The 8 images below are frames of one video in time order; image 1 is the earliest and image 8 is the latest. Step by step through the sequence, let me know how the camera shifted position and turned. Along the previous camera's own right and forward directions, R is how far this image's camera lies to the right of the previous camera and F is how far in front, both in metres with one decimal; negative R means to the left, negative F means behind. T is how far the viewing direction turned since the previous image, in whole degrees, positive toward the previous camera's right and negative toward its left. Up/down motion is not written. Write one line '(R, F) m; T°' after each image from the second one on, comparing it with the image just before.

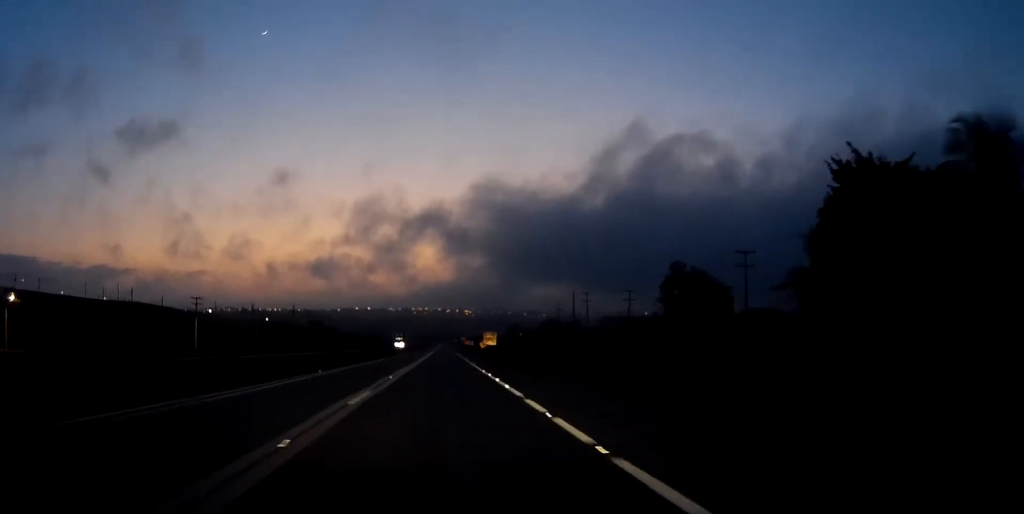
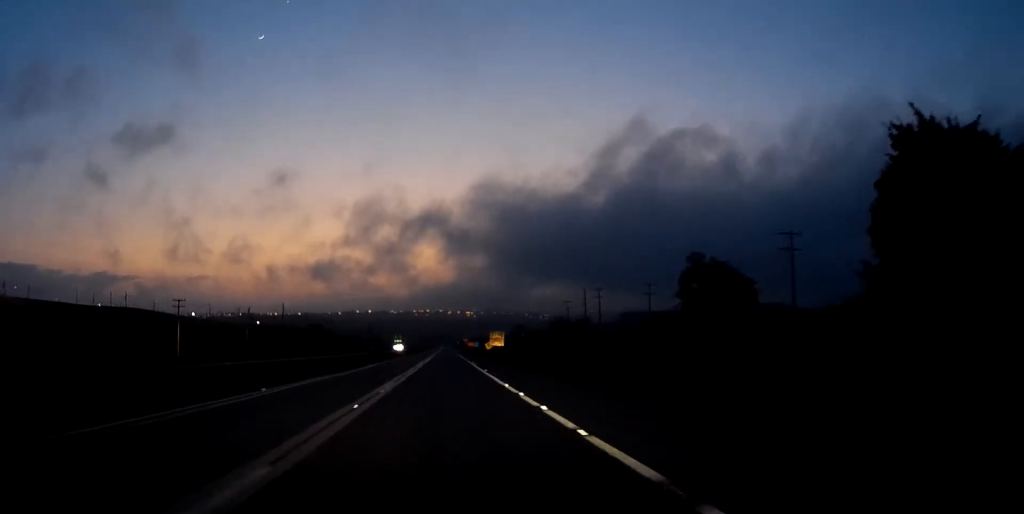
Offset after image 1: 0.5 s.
(-0.1, +10.9) m; 0°
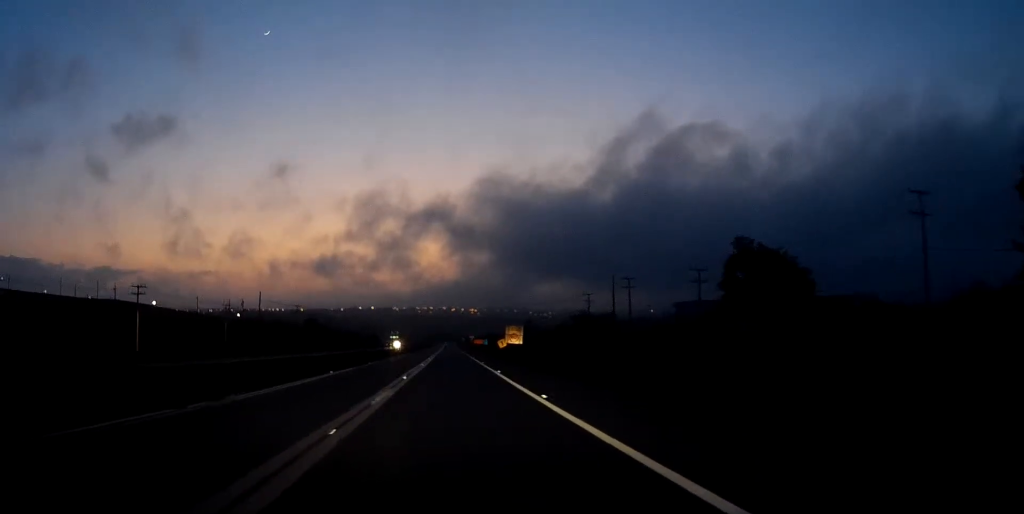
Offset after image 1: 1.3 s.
(-0.1, +20.3) m; 0°
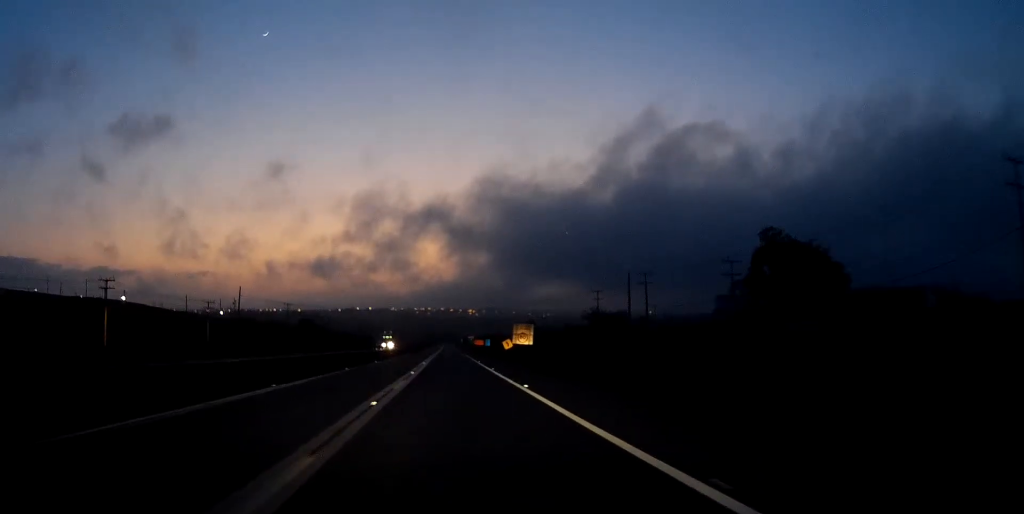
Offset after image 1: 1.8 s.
(+0.1, +11.0) m; 0°
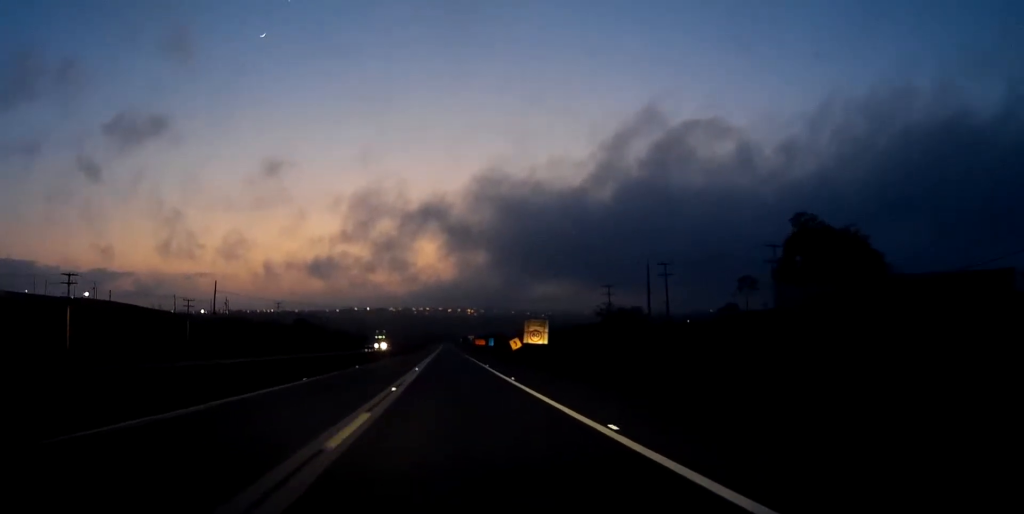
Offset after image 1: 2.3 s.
(0.0, +11.1) m; 0°
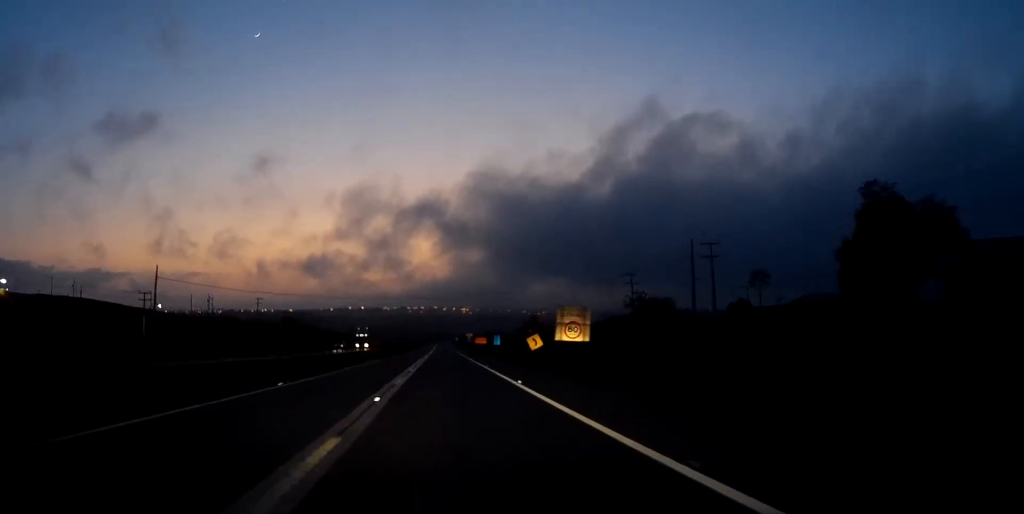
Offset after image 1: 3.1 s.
(0.0, +19.3) m; 0°
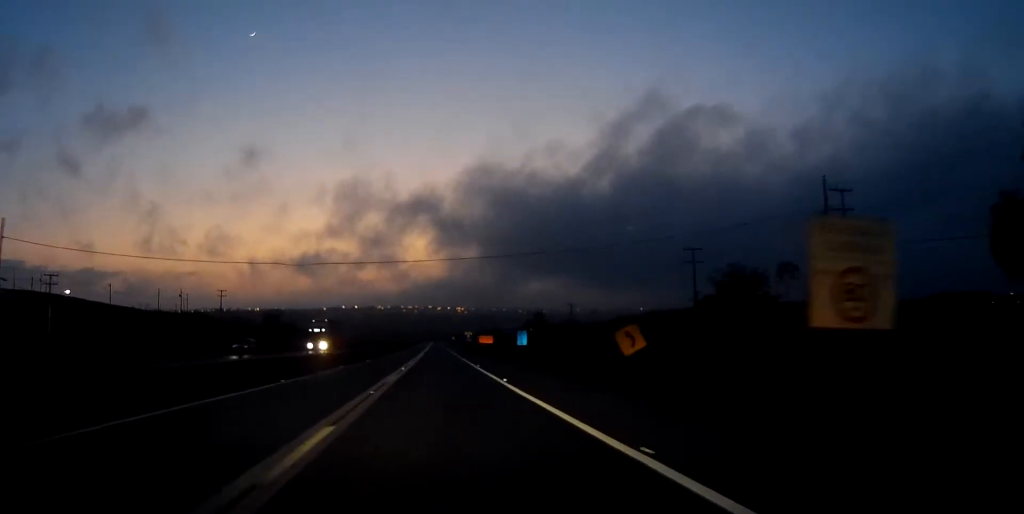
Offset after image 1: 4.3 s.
(+0.1, +30.3) m; +1°
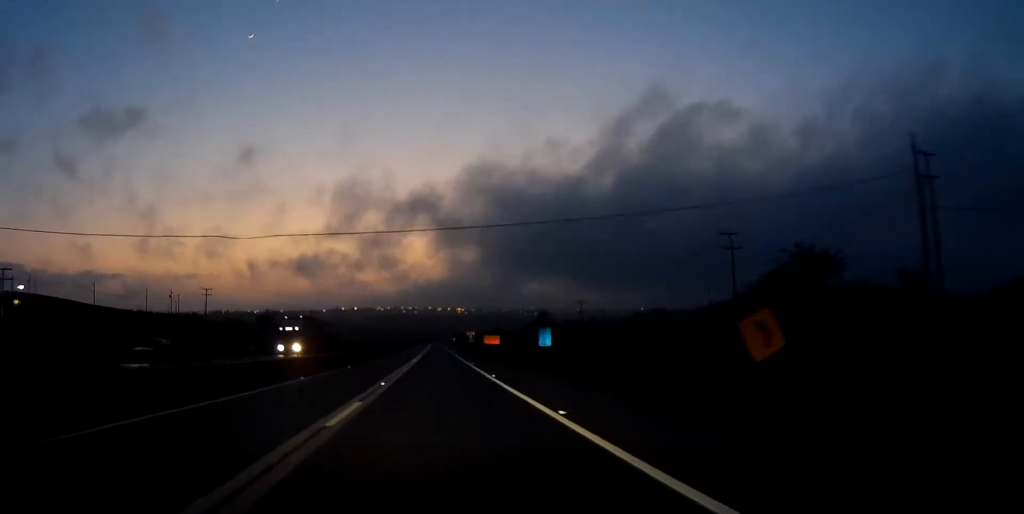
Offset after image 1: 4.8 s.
(+0.1, +11.6) m; 0°
